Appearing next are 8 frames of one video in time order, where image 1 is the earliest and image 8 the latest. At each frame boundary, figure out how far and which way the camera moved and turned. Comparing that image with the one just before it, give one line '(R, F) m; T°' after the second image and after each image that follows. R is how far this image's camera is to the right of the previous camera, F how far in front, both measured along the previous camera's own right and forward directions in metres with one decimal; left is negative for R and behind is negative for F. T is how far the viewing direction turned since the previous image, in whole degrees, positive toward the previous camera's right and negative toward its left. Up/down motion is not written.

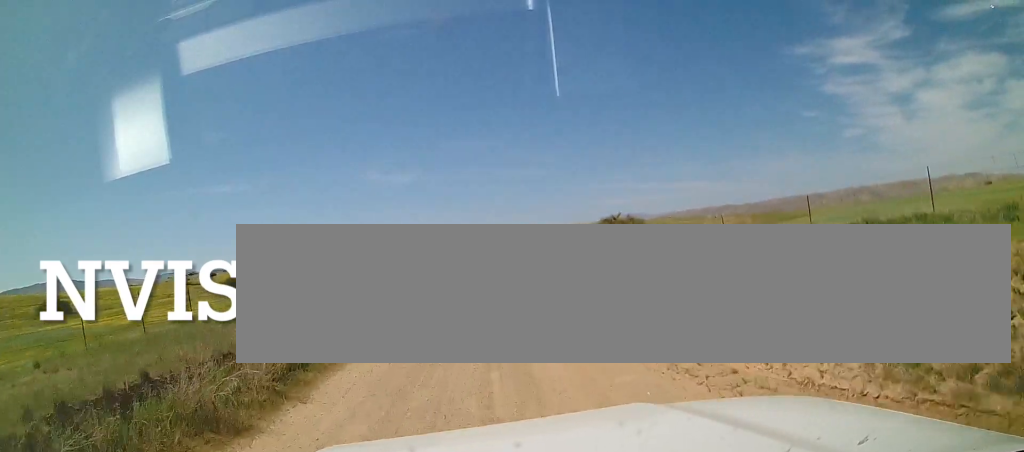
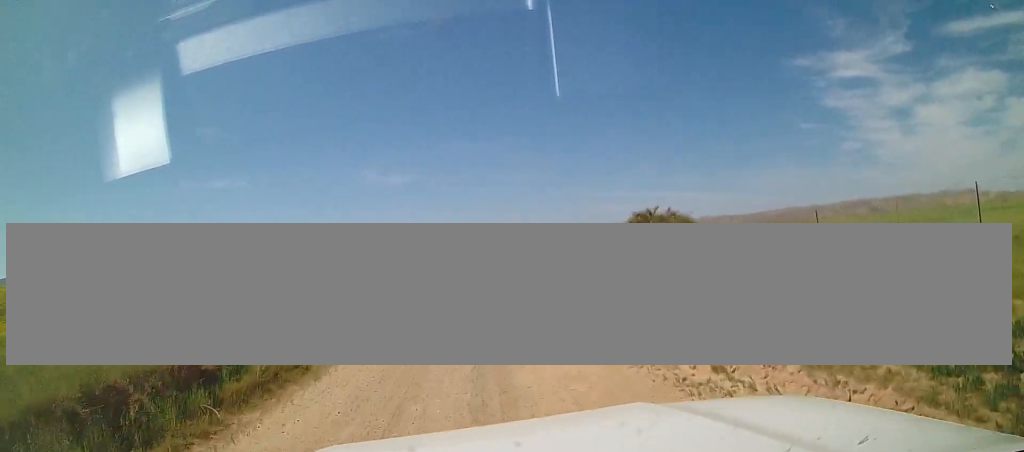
(-0.3, +6.7) m; 0°
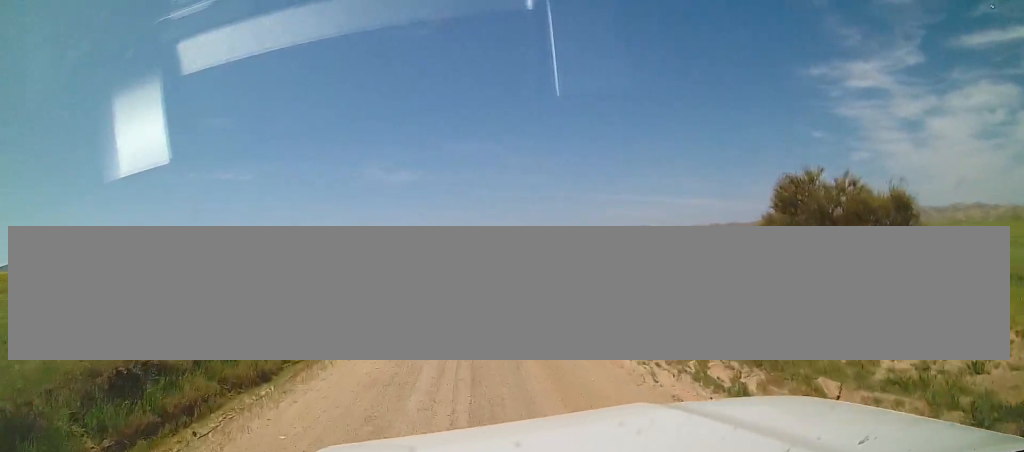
(+0.1, +10.3) m; +1°
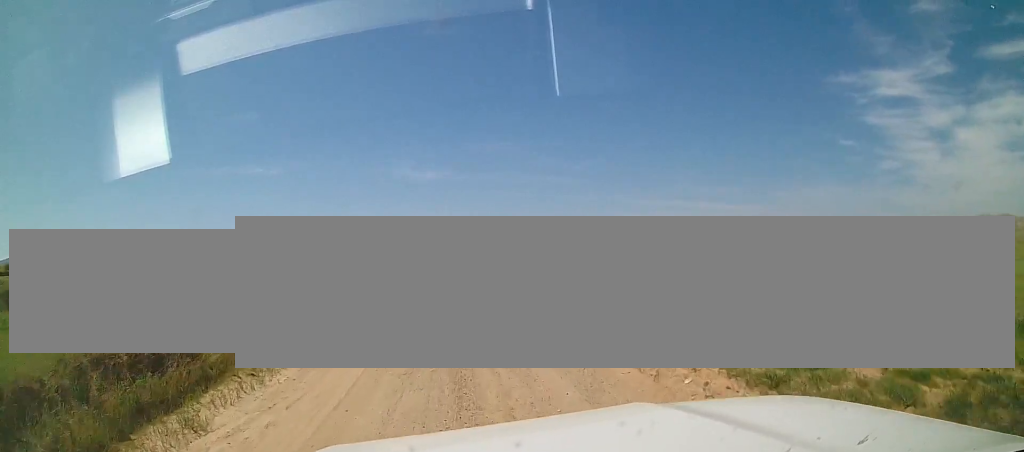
(+0.1, +13.8) m; -3°
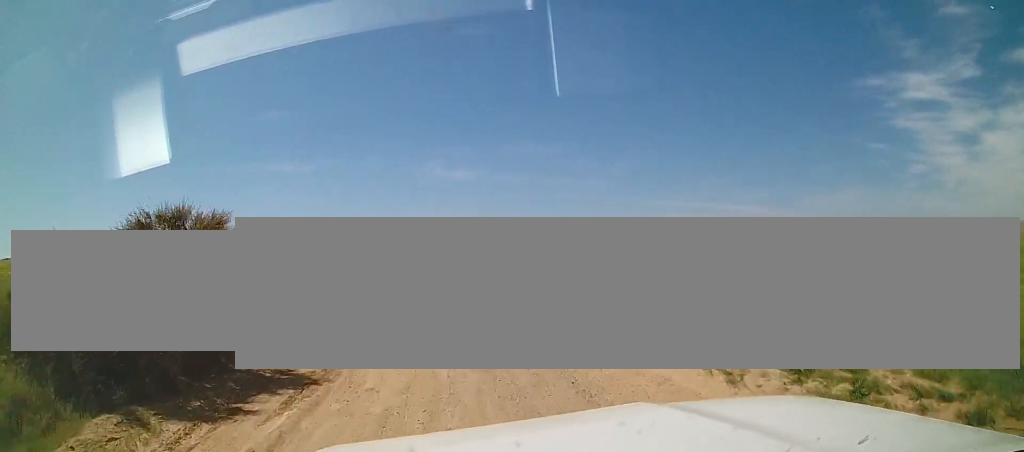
(-0.4, +9.7) m; -6°
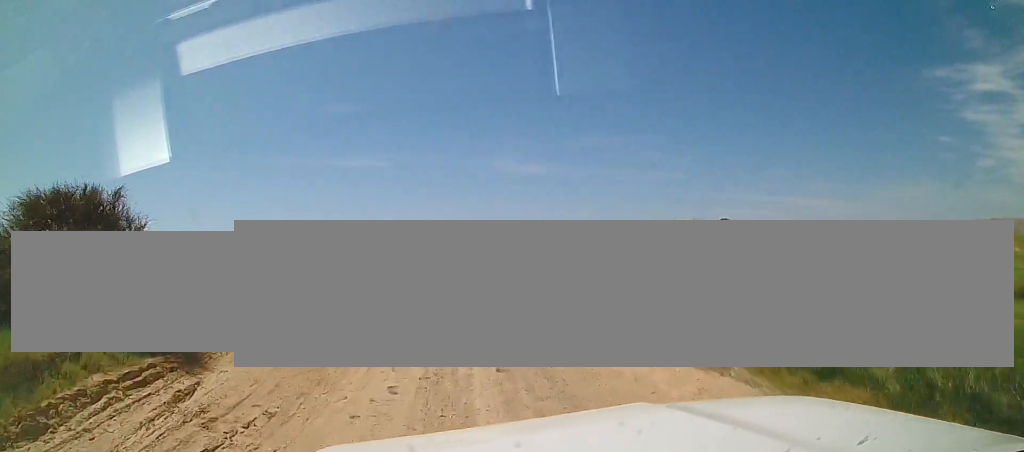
(-0.8, +13.7) m; -5°
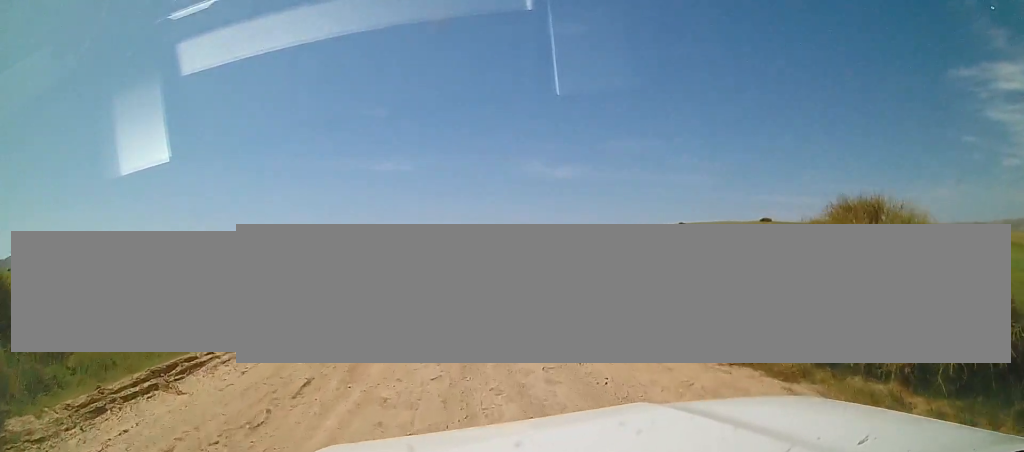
(0.0, +5.9) m; -2°
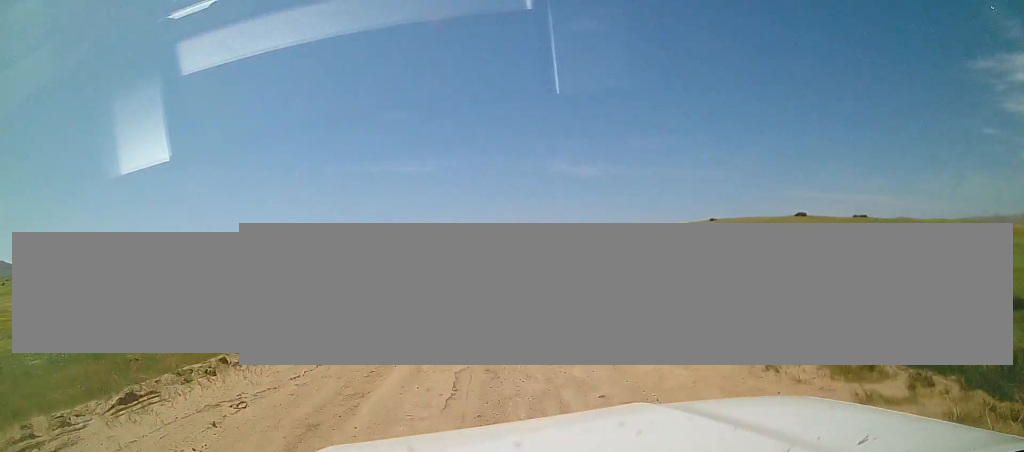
(-0.3, +5.2) m; -2°
